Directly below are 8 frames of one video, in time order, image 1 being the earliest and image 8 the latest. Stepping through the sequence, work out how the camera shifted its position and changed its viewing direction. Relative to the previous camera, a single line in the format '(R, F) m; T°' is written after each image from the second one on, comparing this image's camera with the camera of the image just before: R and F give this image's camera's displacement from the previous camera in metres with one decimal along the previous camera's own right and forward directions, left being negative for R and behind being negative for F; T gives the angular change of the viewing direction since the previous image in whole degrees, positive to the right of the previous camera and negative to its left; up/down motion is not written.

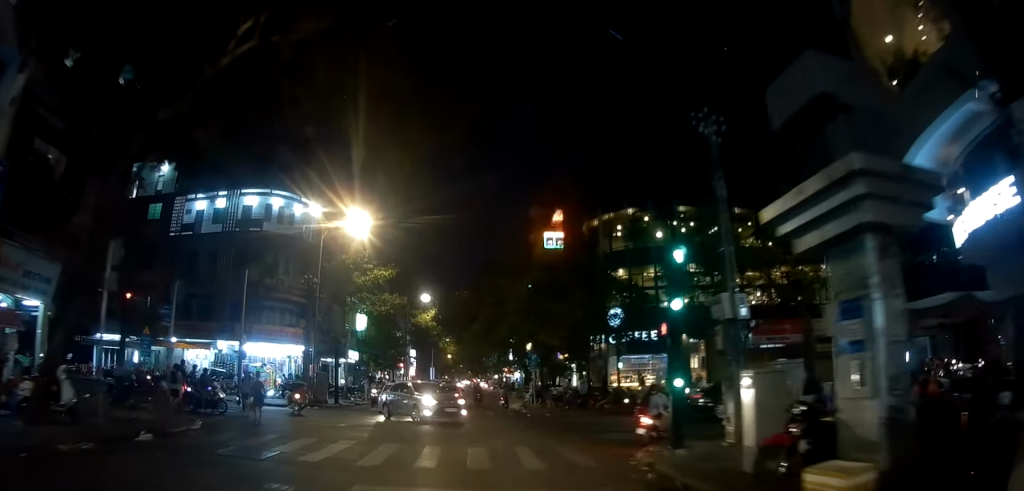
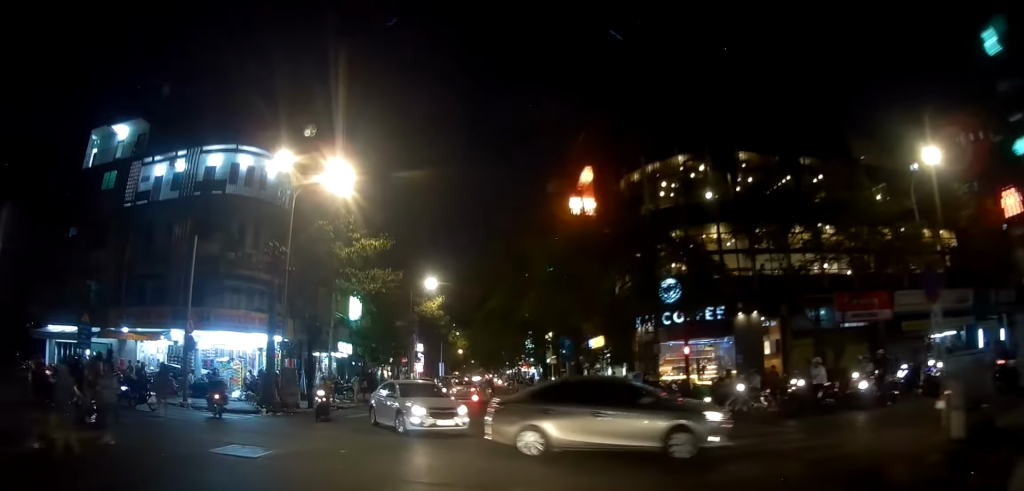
(-0.3, +7.6) m; -11°
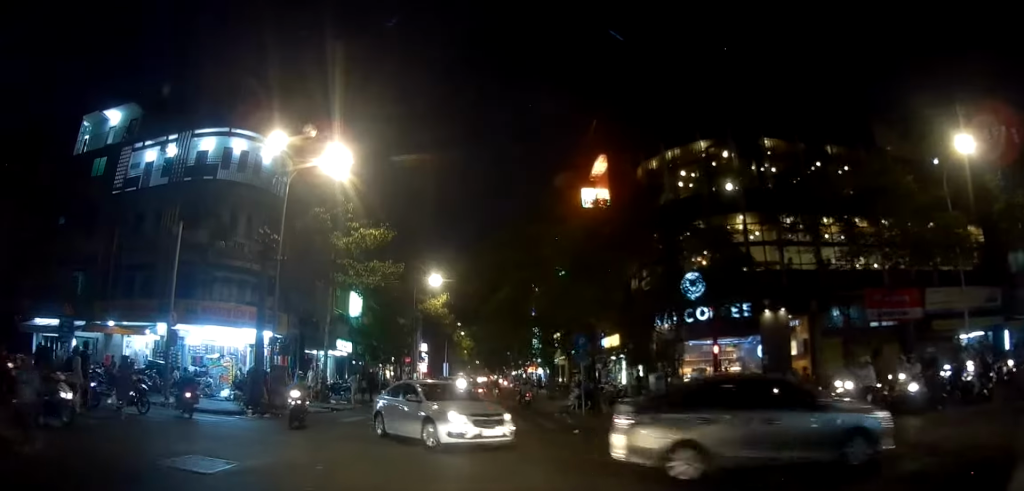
(0.0, +2.0) m; -6°
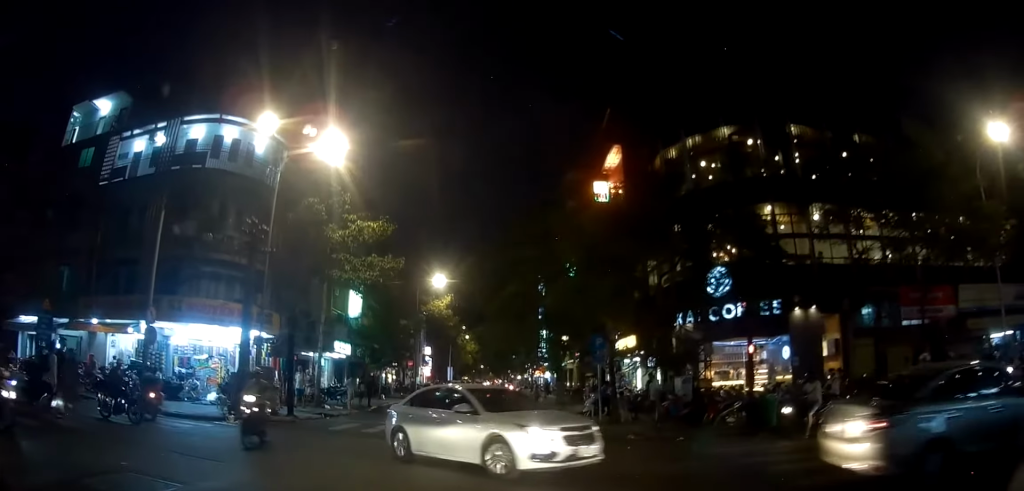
(-0.3, +1.8) m; -4°
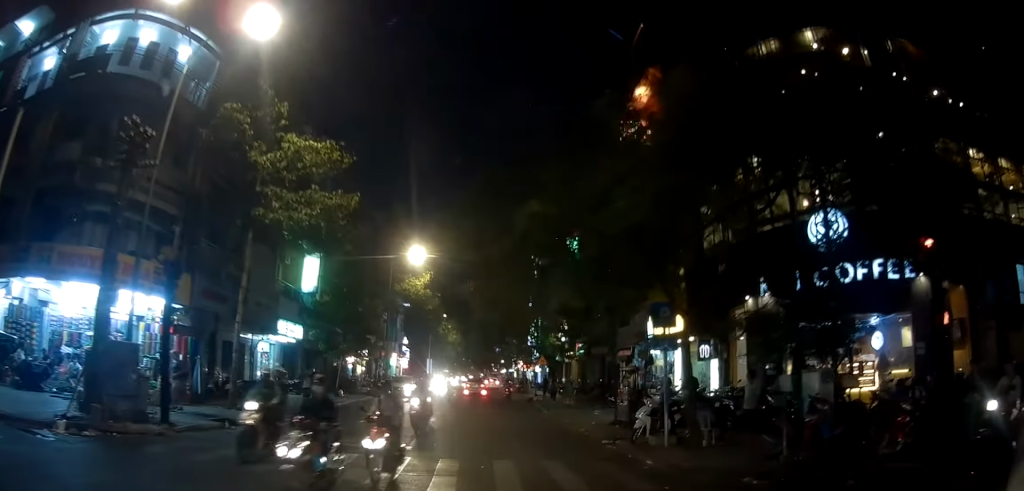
(-0.5, +8.1) m; -1°
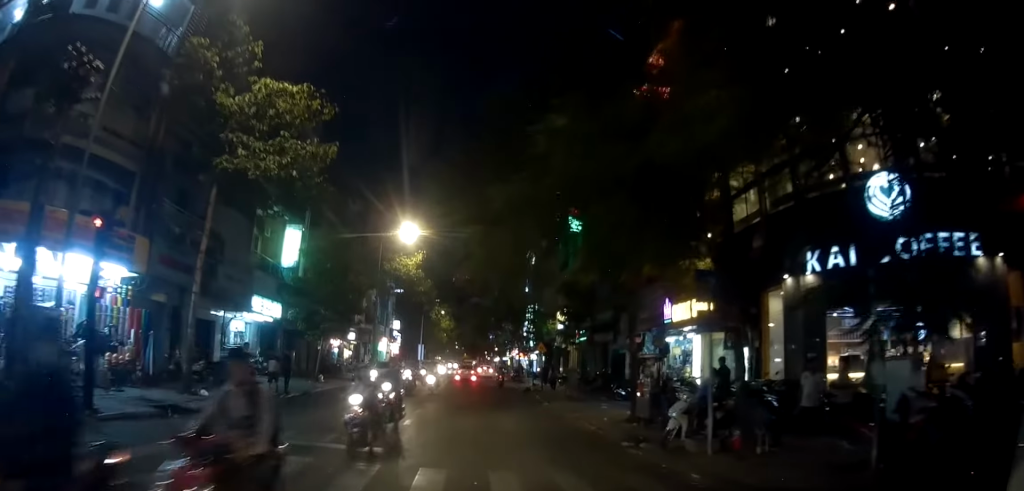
(+0.2, +2.9) m; -5°
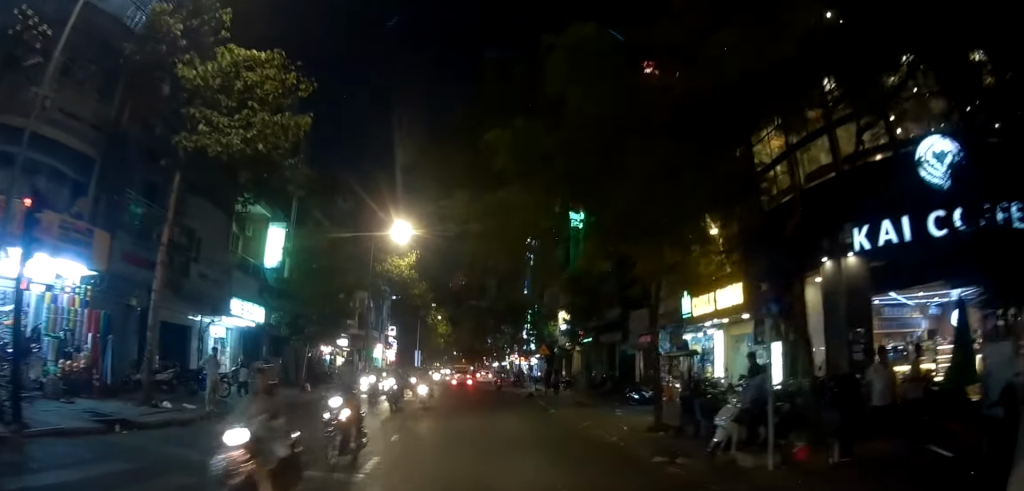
(-0.4, +2.3) m; -2°
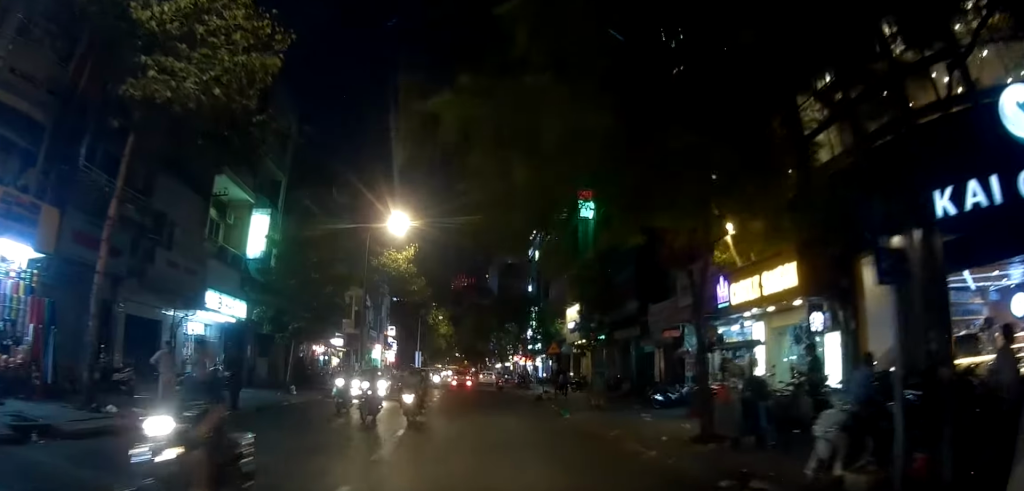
(-0.1, +2.9) m; +1°
